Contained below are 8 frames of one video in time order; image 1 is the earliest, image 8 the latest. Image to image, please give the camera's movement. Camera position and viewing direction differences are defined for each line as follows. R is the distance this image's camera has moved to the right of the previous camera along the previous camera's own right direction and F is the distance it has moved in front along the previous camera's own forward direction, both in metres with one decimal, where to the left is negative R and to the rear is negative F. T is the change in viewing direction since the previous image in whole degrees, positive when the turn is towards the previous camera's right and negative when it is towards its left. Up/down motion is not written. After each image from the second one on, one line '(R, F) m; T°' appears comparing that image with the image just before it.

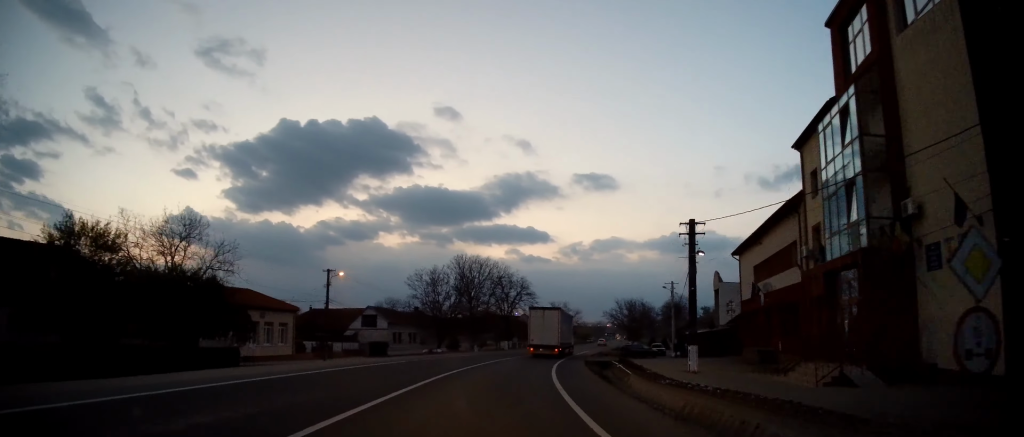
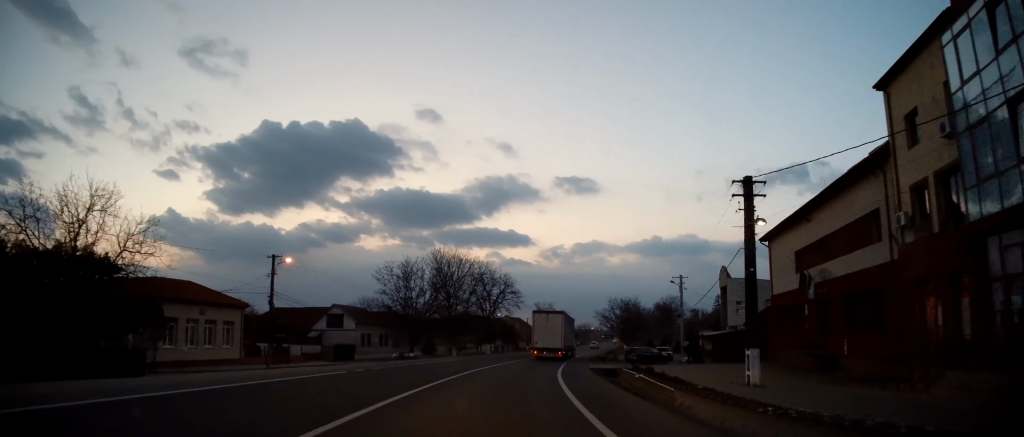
(0.0, +8.3) m; +2°
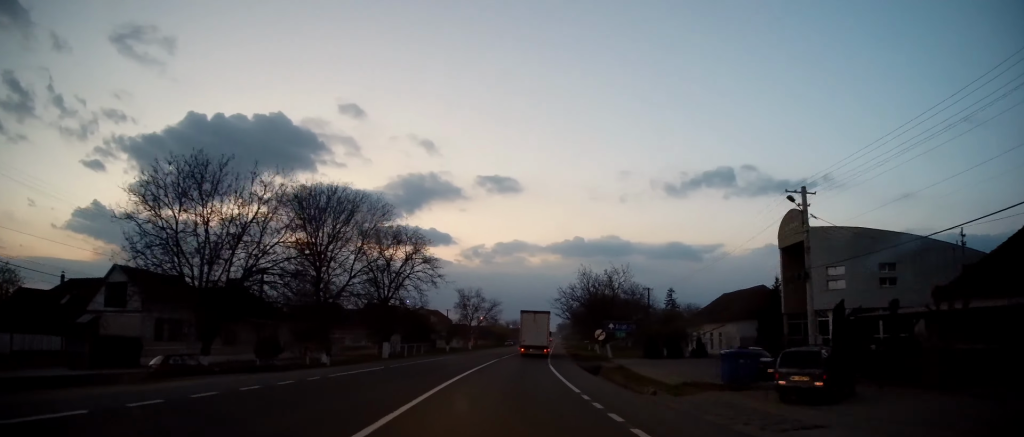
(+1.9, +31.6) m; +7°
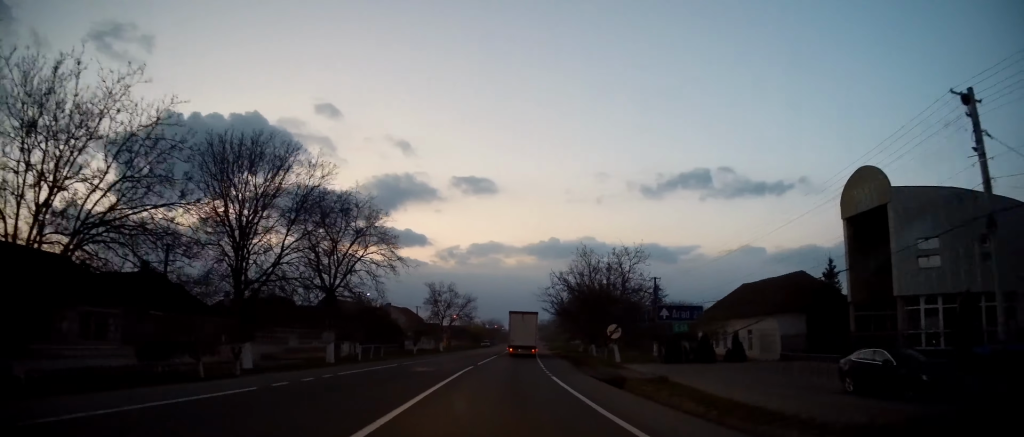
(+0.1, +11.3) m; +3°
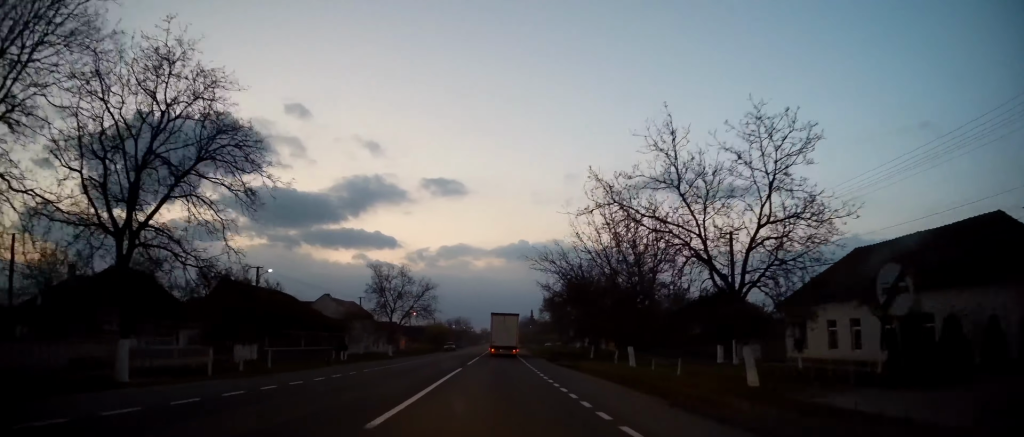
(+1.3, +23.0) m; +4°
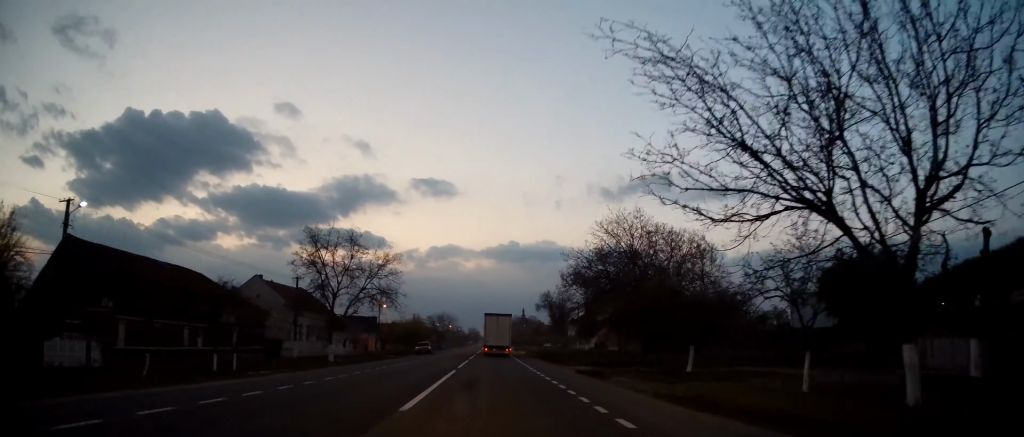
(+0.3, +22.0) m; +2°
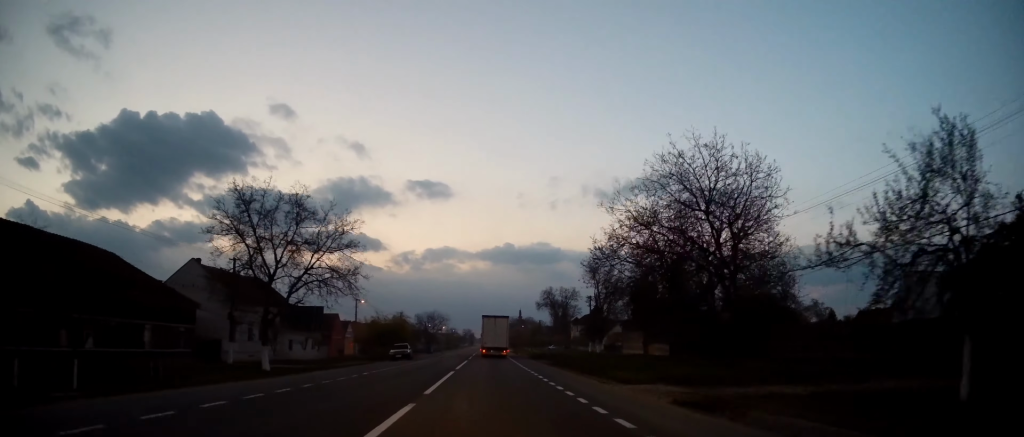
(+0.2, +13.2) m; +2°
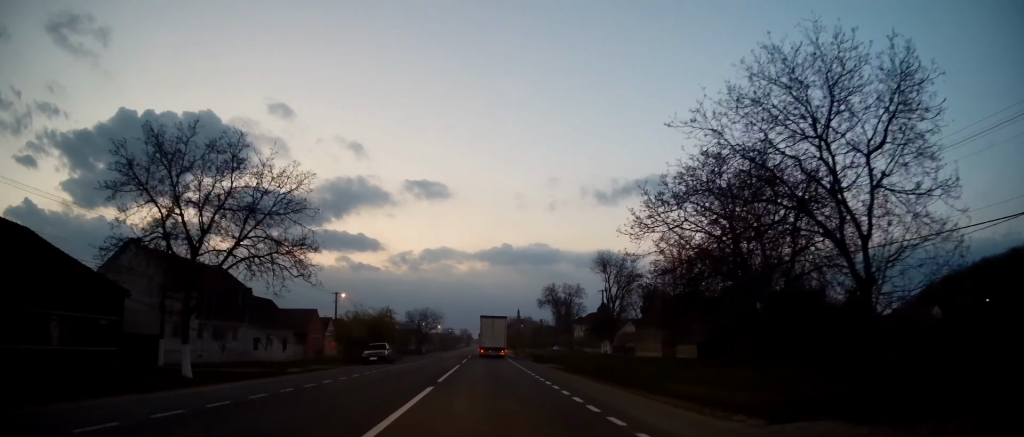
(+0.1, +9.2) m; 0°
